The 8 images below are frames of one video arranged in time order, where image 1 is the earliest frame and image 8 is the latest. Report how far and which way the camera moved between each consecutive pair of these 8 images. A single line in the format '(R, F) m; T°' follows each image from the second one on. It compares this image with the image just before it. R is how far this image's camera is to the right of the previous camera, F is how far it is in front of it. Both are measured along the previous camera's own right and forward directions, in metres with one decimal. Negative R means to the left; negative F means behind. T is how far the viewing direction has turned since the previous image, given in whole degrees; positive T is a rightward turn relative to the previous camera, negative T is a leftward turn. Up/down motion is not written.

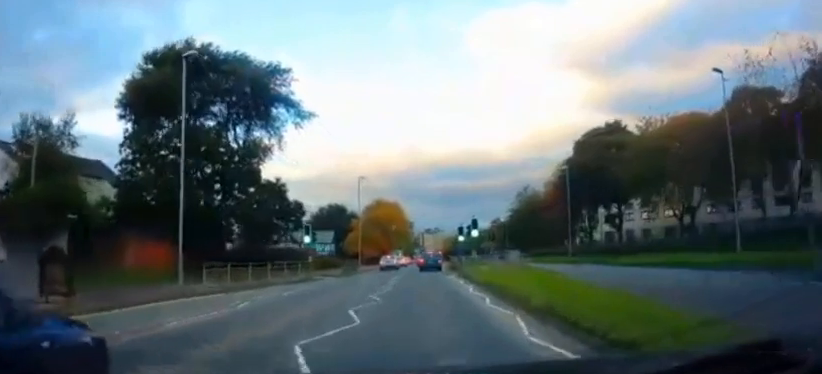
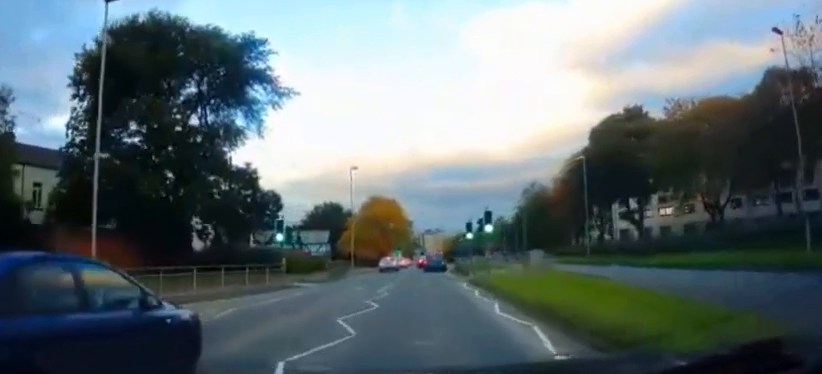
(+0.1, +5.8) m; -1°
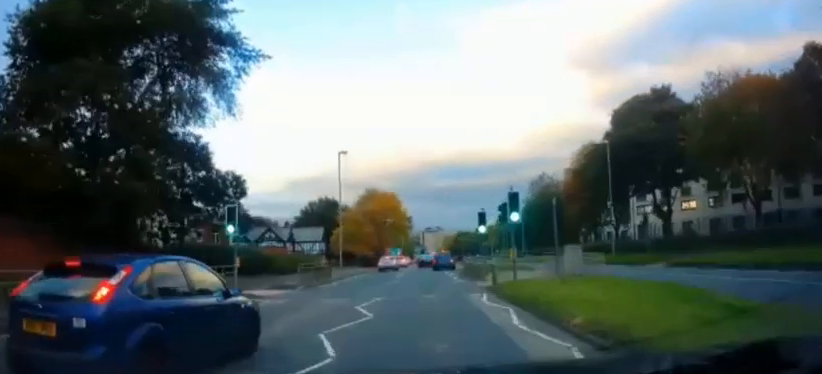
(-0.2, +6.5) m; 0°
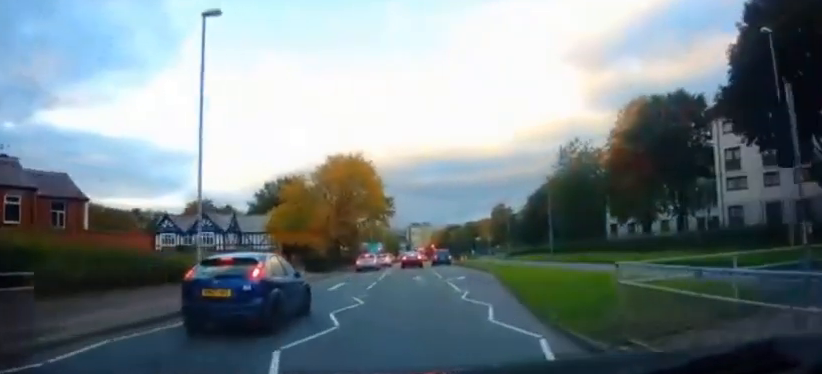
(+0.1, +24.3) m; +1°
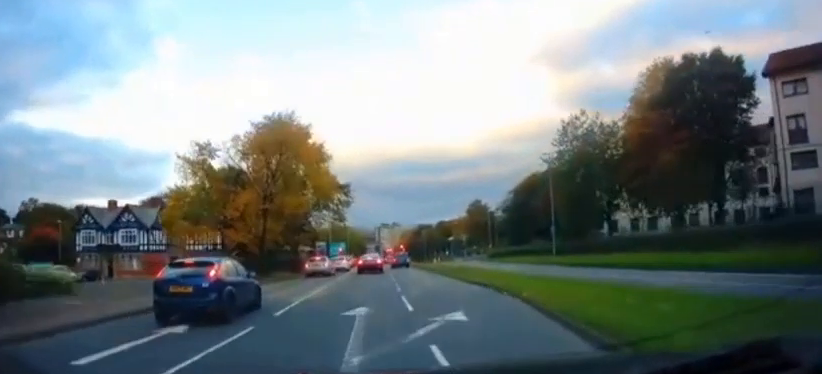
(+0.9, +12.0) m; +10°
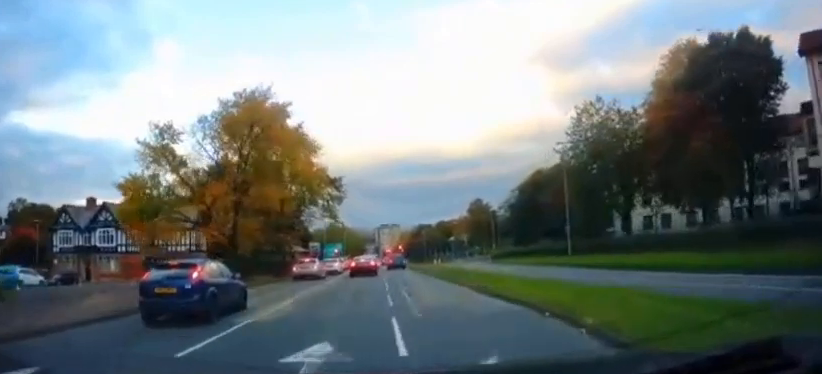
(+0.7, +2.7) m; -2°
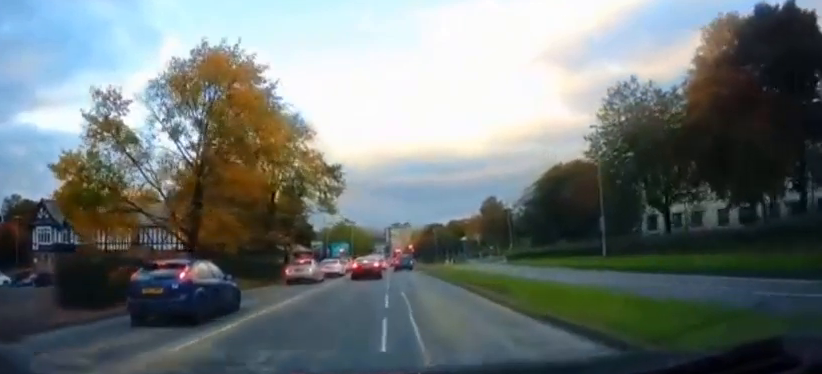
(-0.3, +6.0) m; -5°
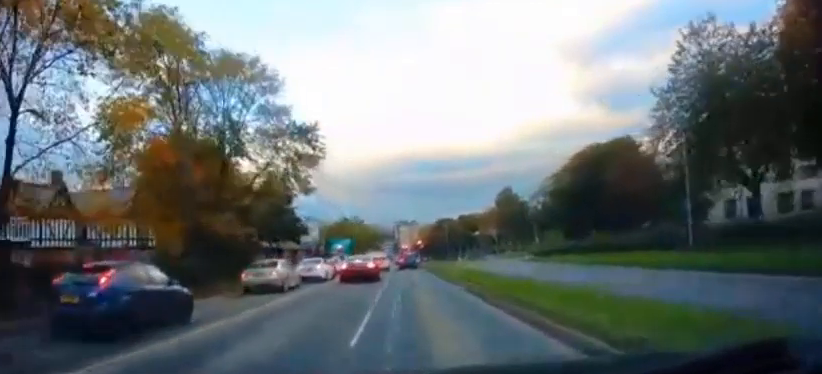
(-1.3, +14.6) m; -4°
